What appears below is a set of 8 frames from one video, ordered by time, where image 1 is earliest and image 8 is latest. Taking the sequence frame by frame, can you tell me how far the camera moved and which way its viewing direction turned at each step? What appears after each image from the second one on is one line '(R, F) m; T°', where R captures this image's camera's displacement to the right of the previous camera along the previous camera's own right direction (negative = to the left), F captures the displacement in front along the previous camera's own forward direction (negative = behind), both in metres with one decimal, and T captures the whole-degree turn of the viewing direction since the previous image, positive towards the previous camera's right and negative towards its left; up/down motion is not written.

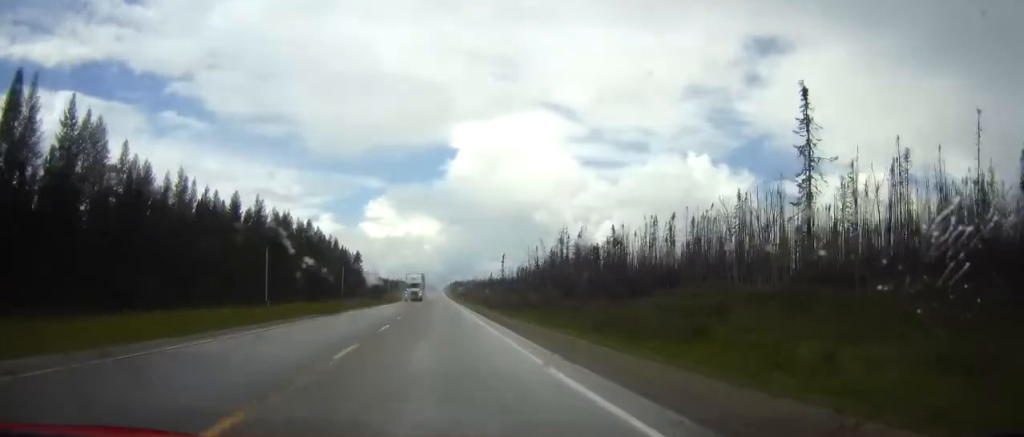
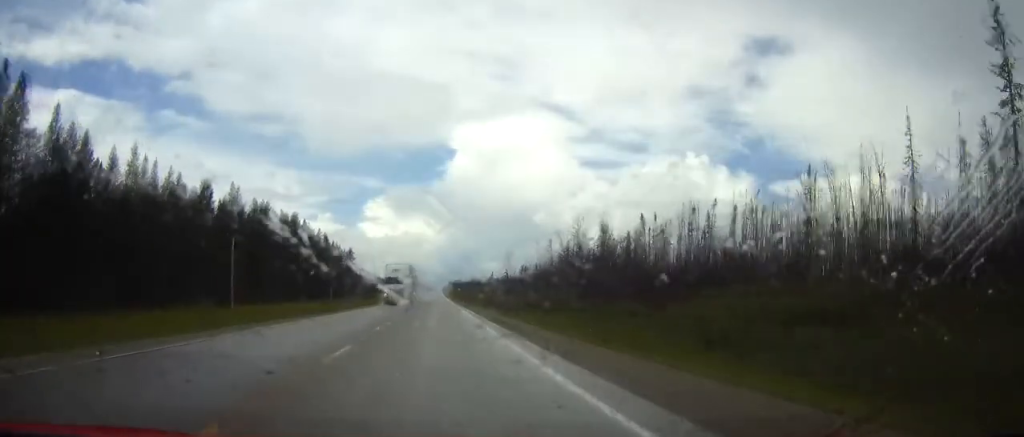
(0.0, +18.5) m; 0°
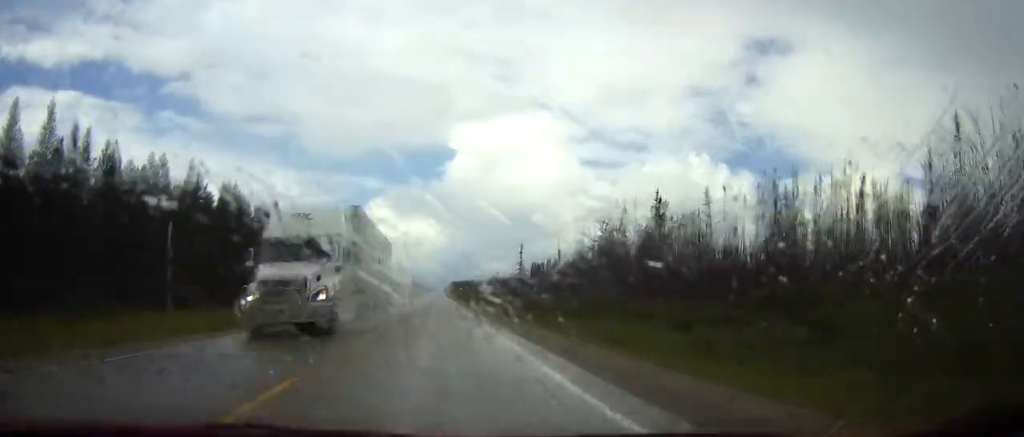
(+0.1, +24.3) m; 0°
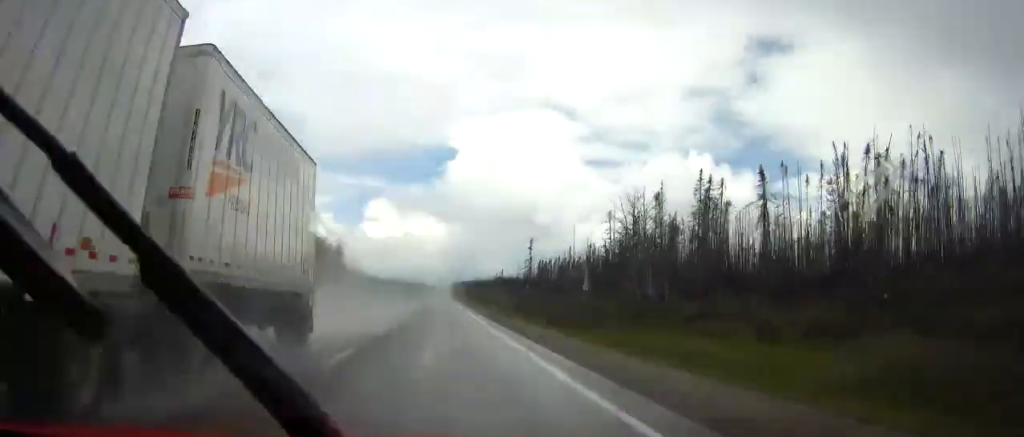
(+0.1, +13.6) m; 0°
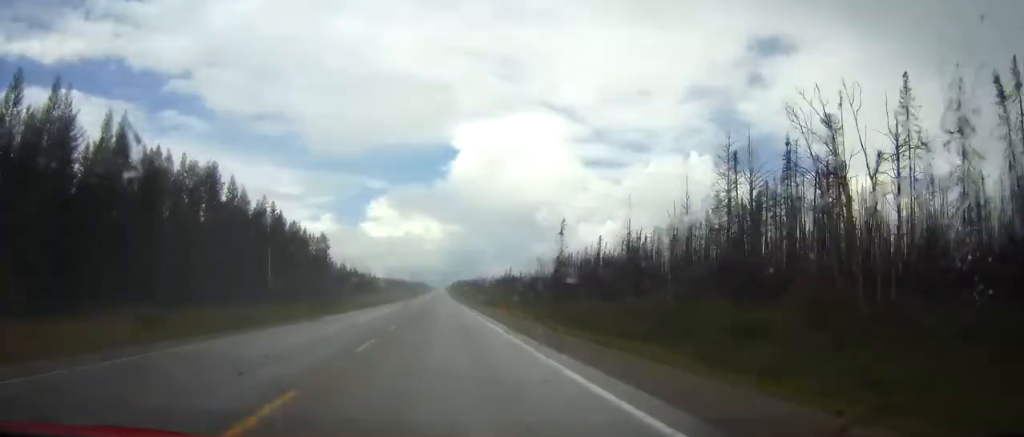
(+0.1, +33.1) m; 0°
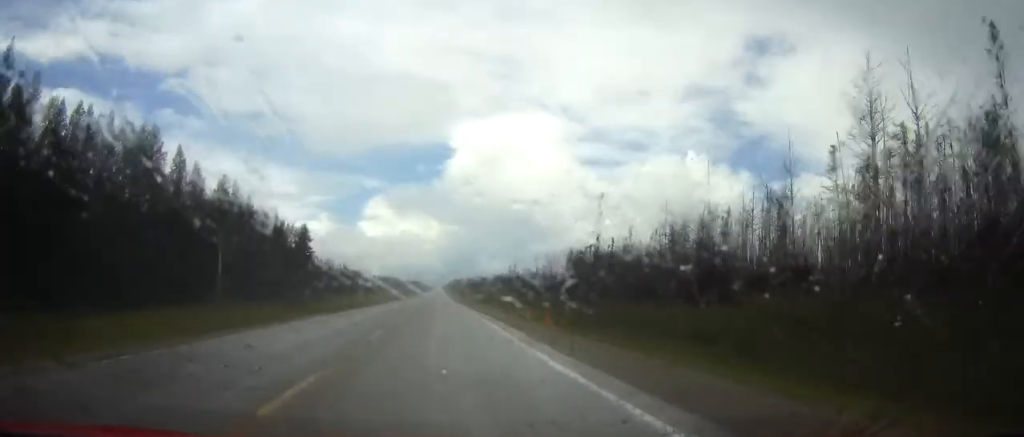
(0.0, +25.3) m; 0°
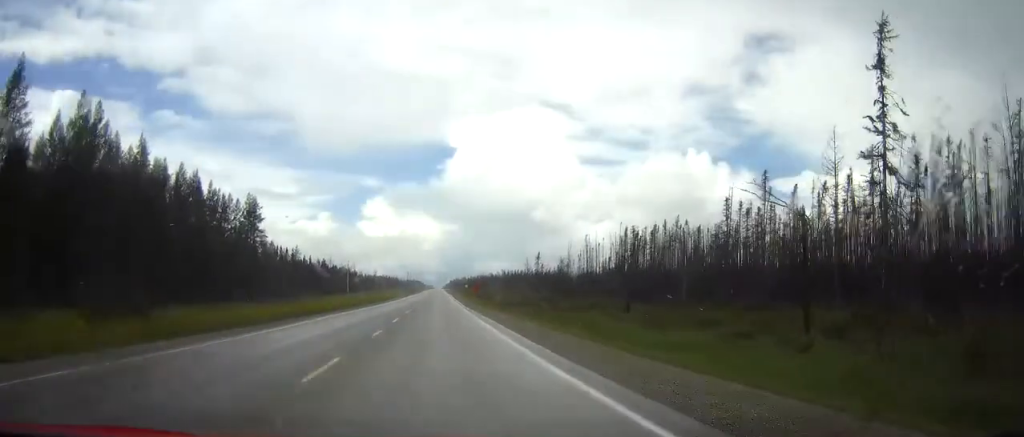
(+0.3, +51.7) m; 0°
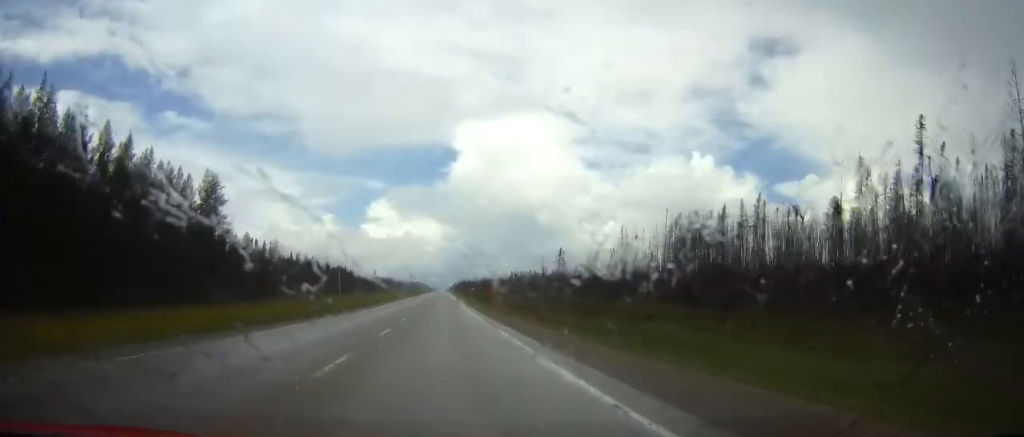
(-0.1, +26.4) m; -1°
